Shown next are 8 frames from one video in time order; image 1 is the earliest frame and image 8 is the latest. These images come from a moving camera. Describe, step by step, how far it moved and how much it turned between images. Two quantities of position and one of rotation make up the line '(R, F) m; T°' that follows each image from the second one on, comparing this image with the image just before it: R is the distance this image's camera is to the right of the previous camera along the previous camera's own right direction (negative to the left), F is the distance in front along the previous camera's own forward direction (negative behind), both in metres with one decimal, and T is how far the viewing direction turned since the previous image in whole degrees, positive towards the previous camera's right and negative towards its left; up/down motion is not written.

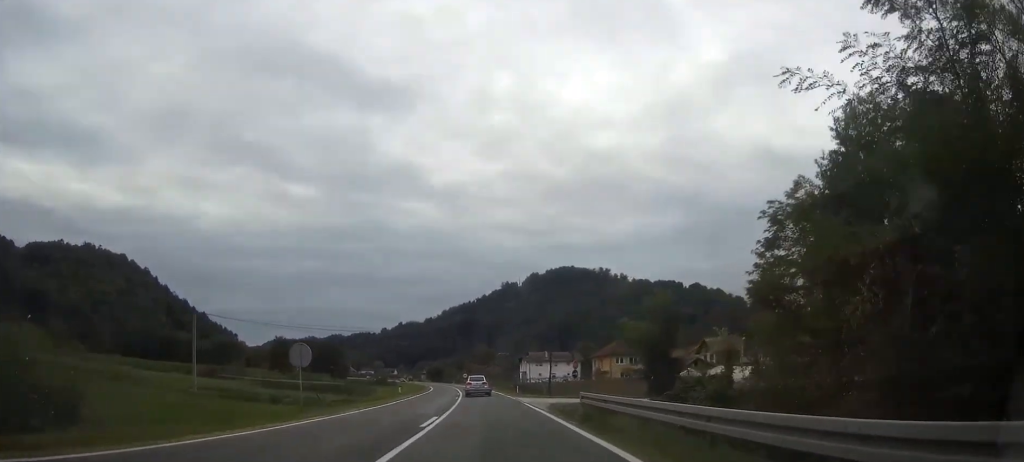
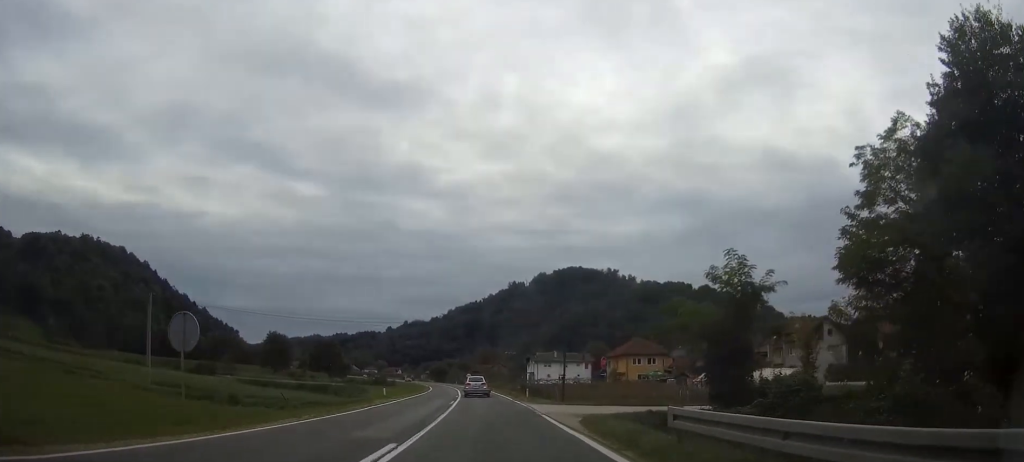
(-0.1, +10.4) m; -1°
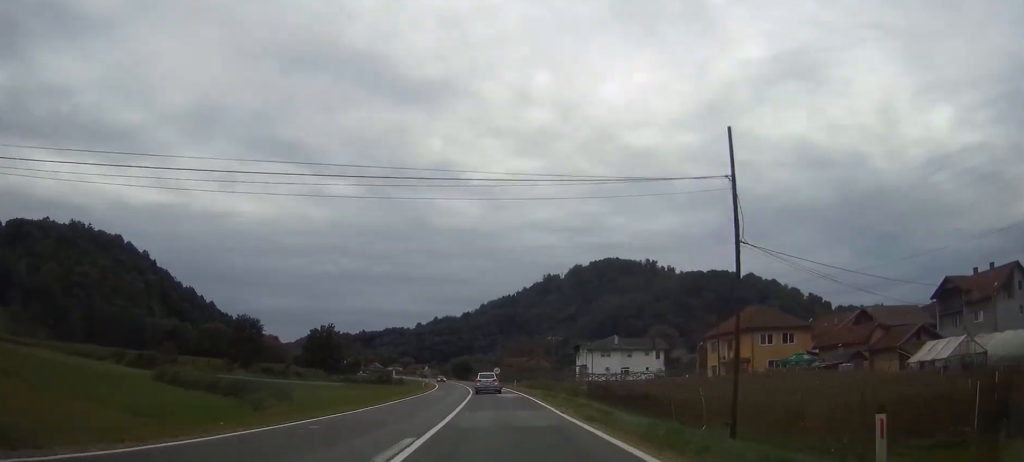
(-0.9, +44.2) m; -2°
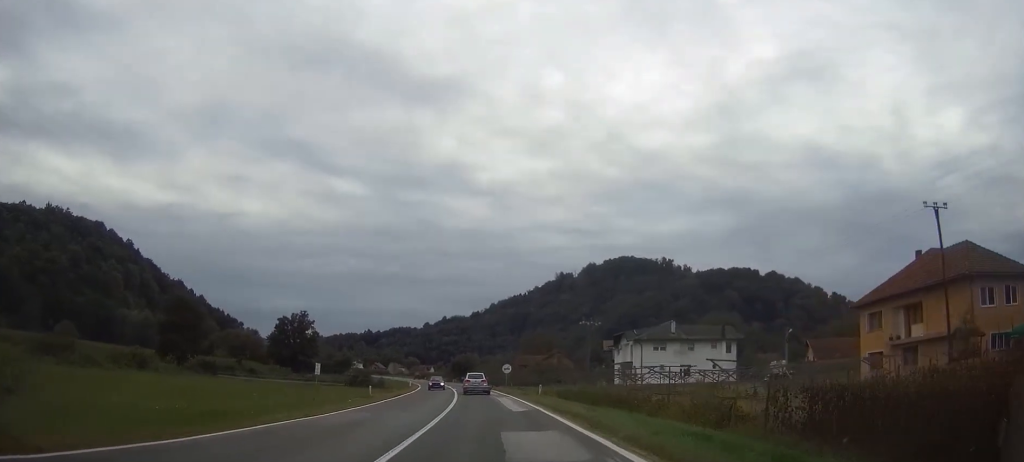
(-0.4, +34.7) m; -2°
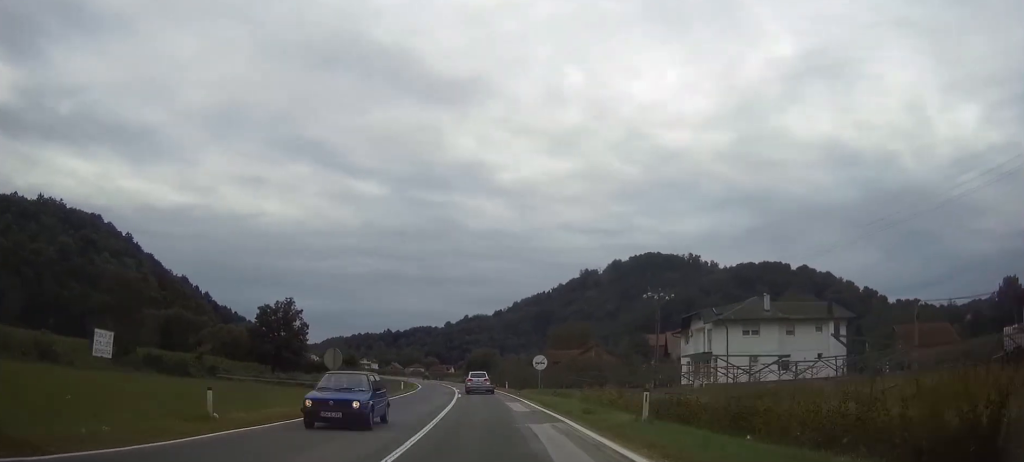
(-0.4, +25.3) m; -2°
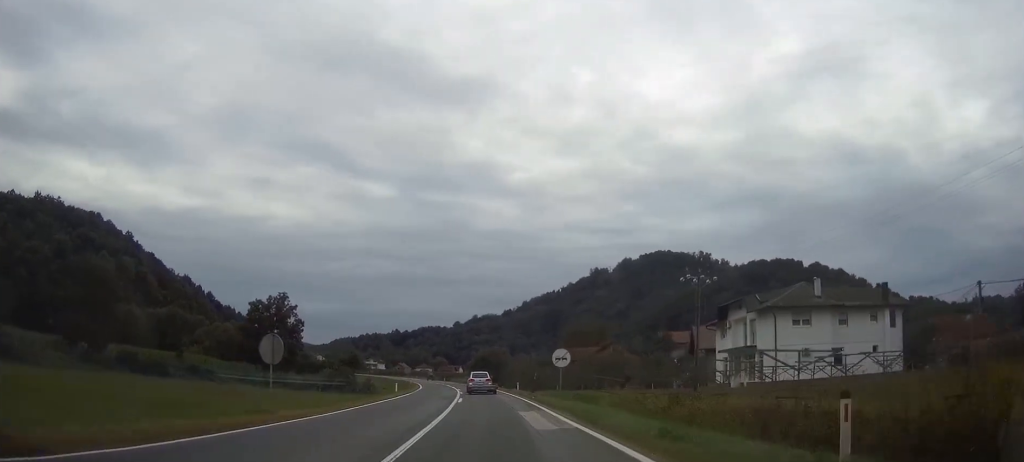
(0.0, +9.0) m; -1°
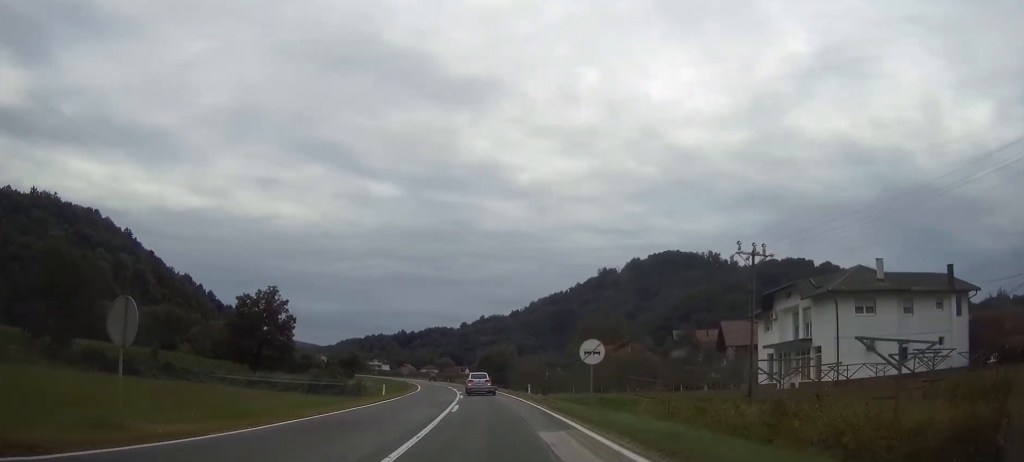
(-0.1, +9.1) m; -1°
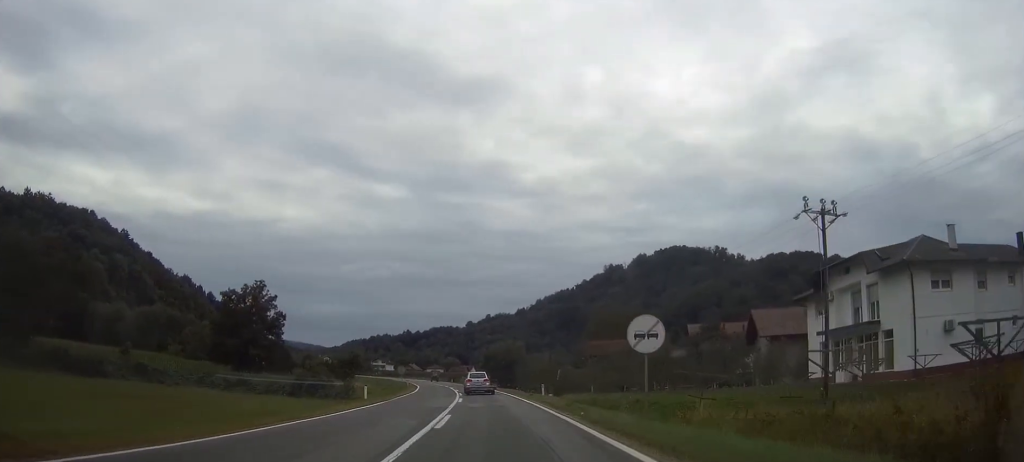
(-0.1, +8.4) m; 0°
